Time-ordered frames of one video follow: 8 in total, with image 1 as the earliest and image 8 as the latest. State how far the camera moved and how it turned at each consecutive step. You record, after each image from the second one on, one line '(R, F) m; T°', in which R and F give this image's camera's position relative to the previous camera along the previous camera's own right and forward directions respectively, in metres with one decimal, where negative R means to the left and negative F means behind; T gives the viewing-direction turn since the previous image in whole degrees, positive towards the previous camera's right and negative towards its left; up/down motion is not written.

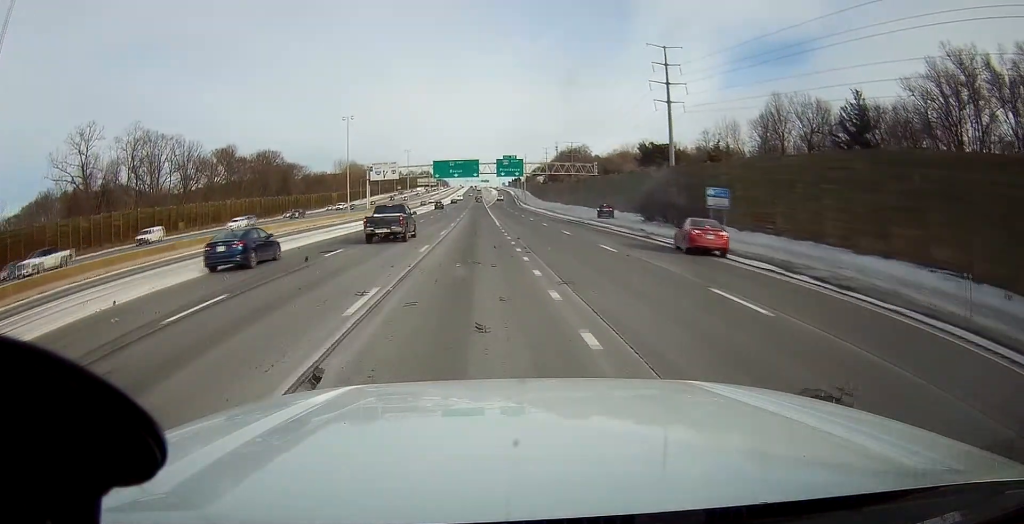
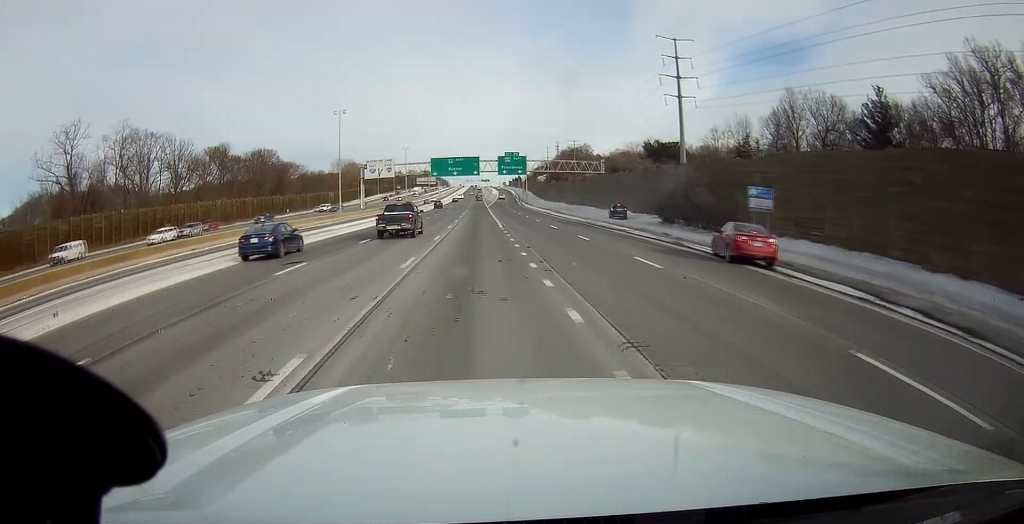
(+0.2, +6.0) m; 0°
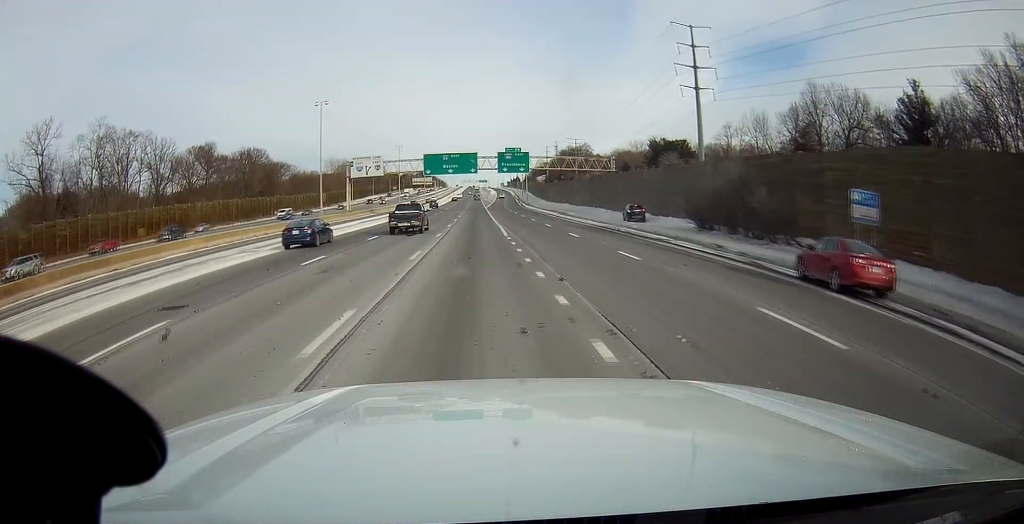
(+0.1, +10.0) m; 0°
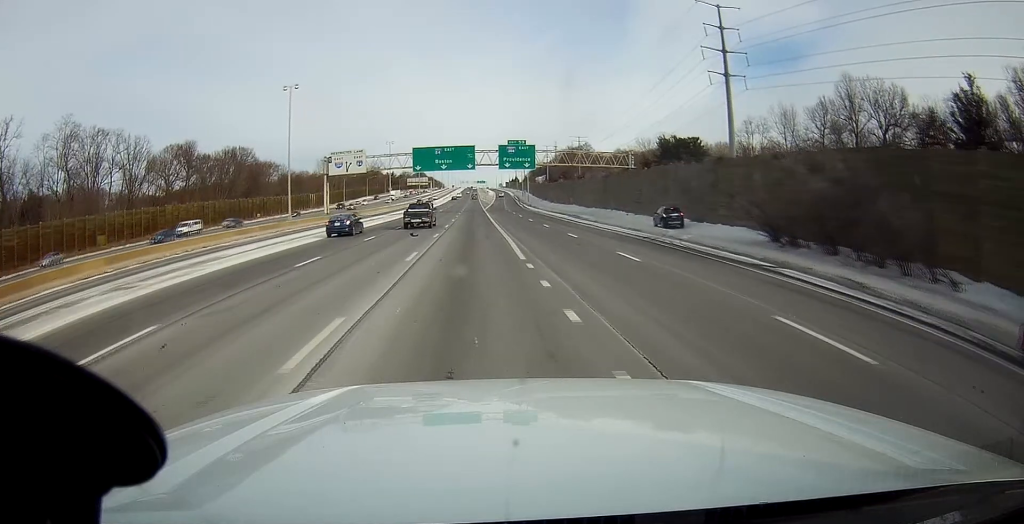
(-0.3, +13.3) m; 0°
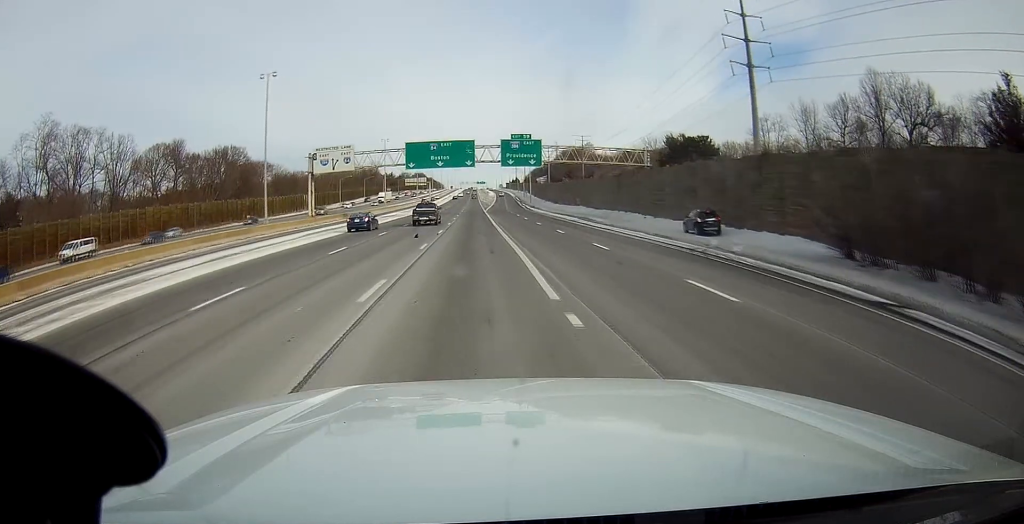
(+0.2, +8.1) m; +1°
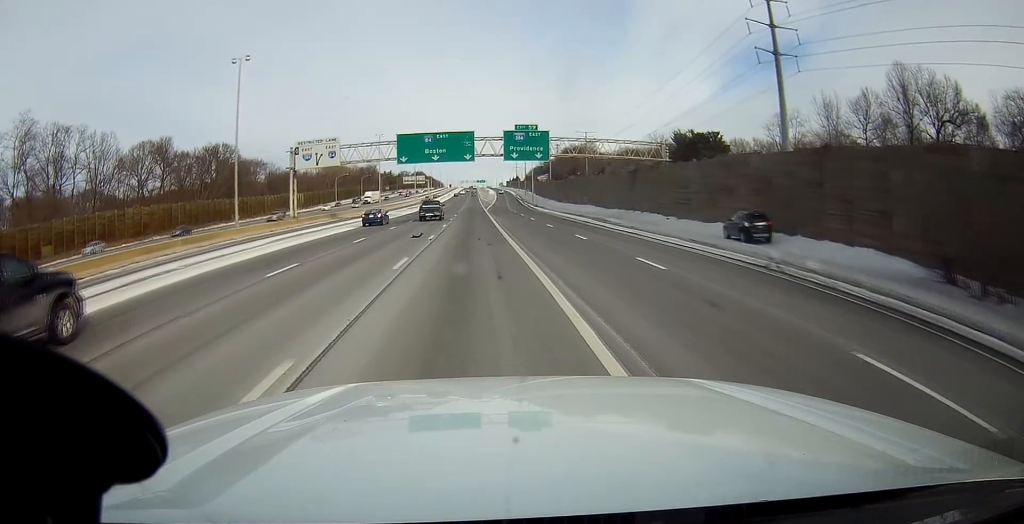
(0.0, +7.6) m; 0°
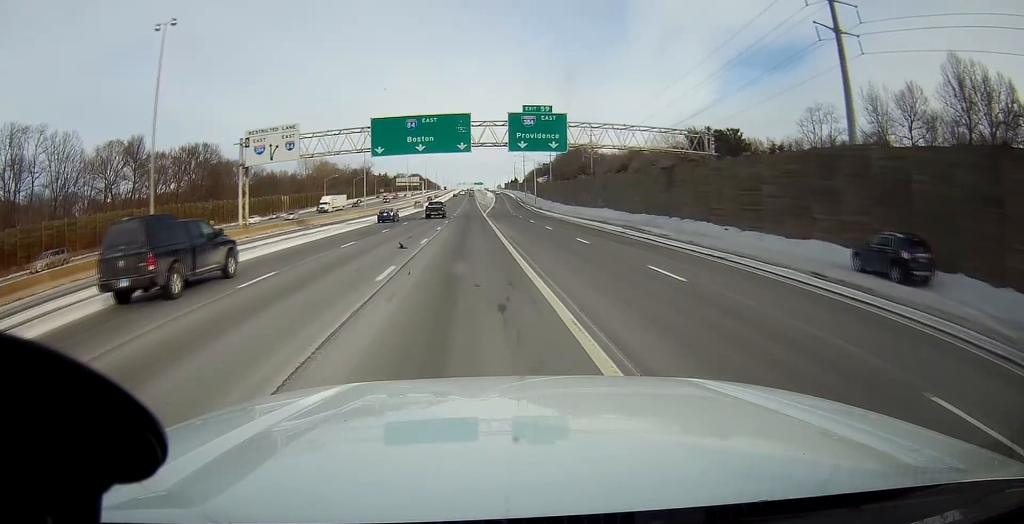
(0.0, +14.1) m; 0°
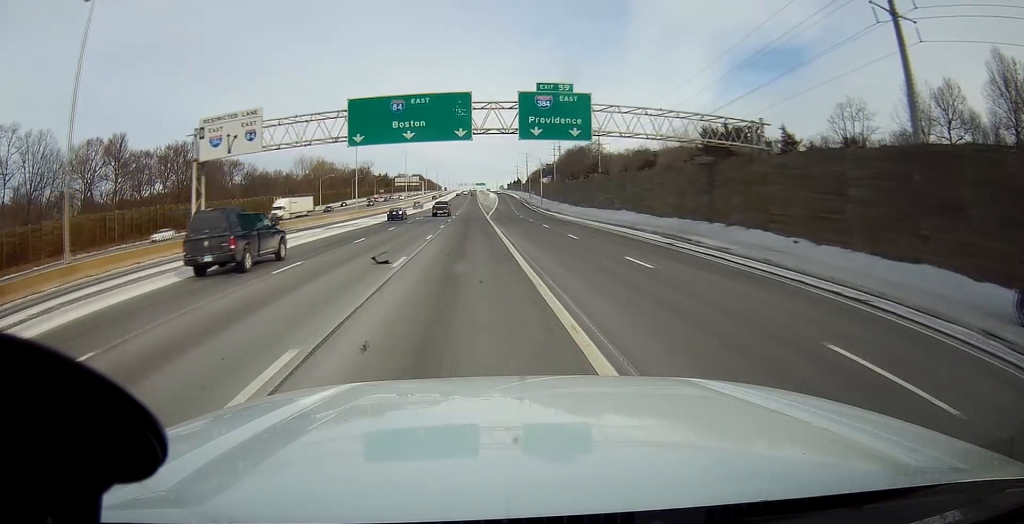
(0.0, +9.5) m; 0°
